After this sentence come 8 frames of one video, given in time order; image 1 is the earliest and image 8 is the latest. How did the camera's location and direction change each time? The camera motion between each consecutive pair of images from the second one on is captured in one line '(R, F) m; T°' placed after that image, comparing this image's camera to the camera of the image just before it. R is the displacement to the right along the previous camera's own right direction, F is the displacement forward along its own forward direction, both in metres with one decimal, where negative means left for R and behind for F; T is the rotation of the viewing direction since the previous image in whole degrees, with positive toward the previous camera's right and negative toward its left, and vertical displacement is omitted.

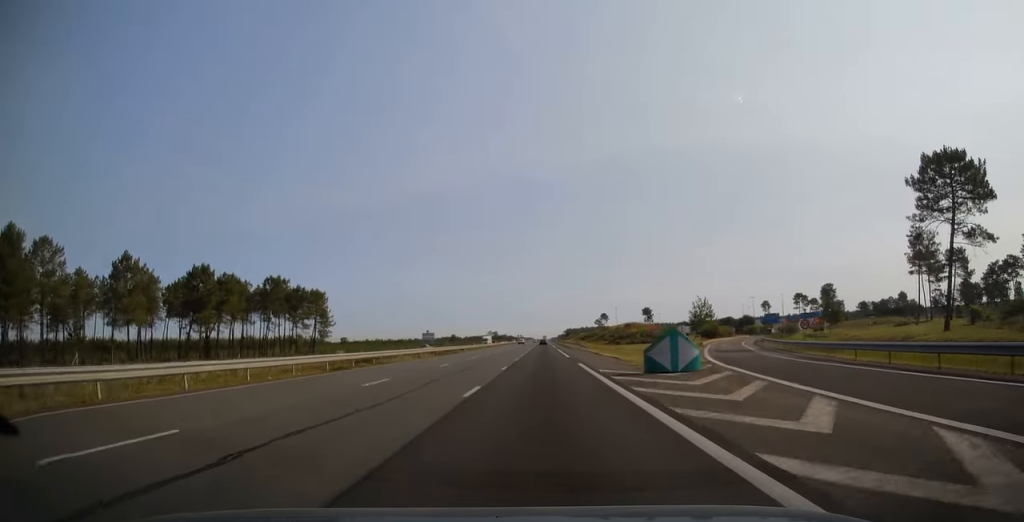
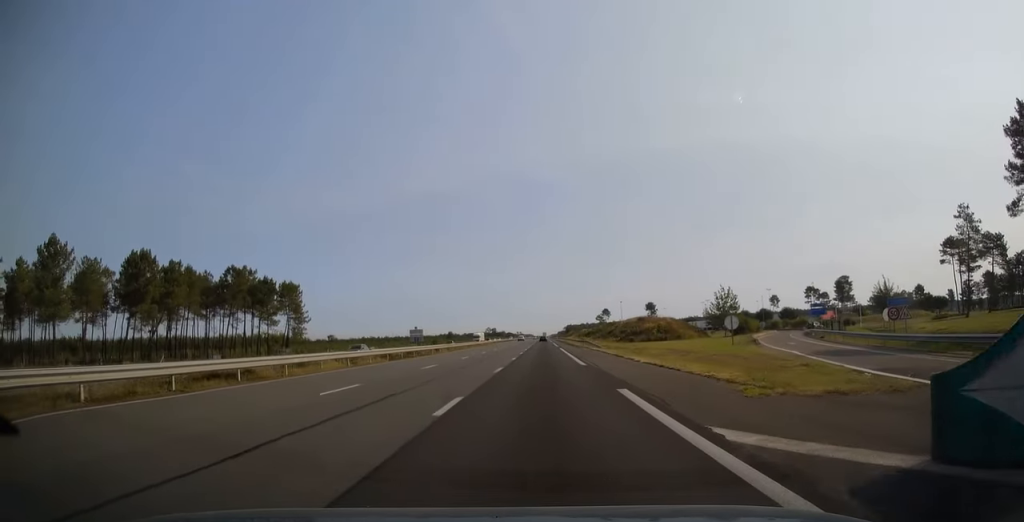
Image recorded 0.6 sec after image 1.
(0.0, +16.6) m; 0°
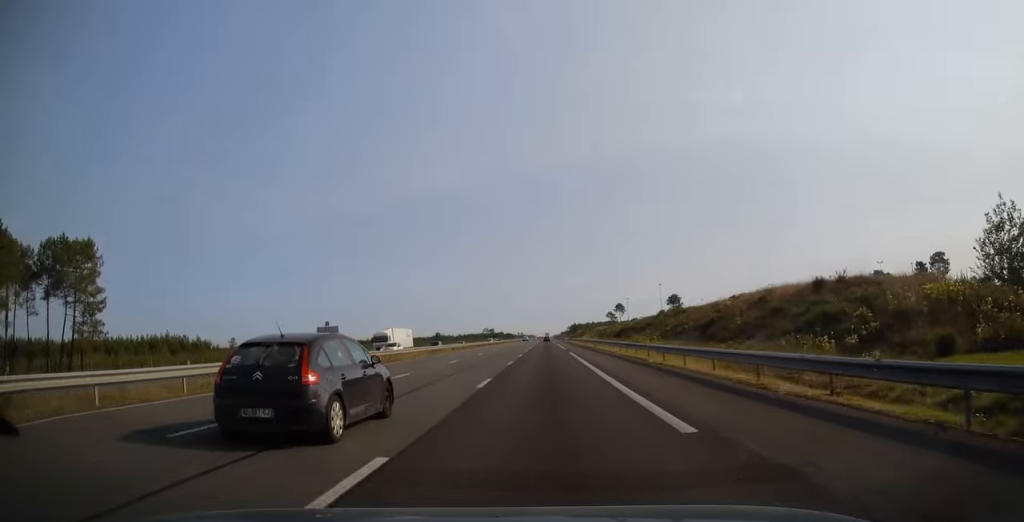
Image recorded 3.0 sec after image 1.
(-0.1, +71.6) m; 0°
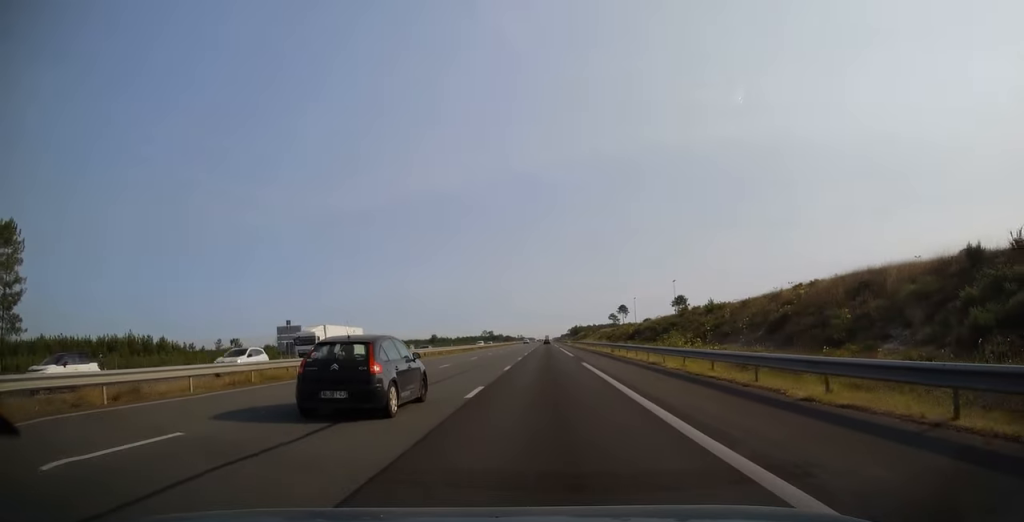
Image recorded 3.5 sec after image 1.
(0.0, +15.7) m; 0°
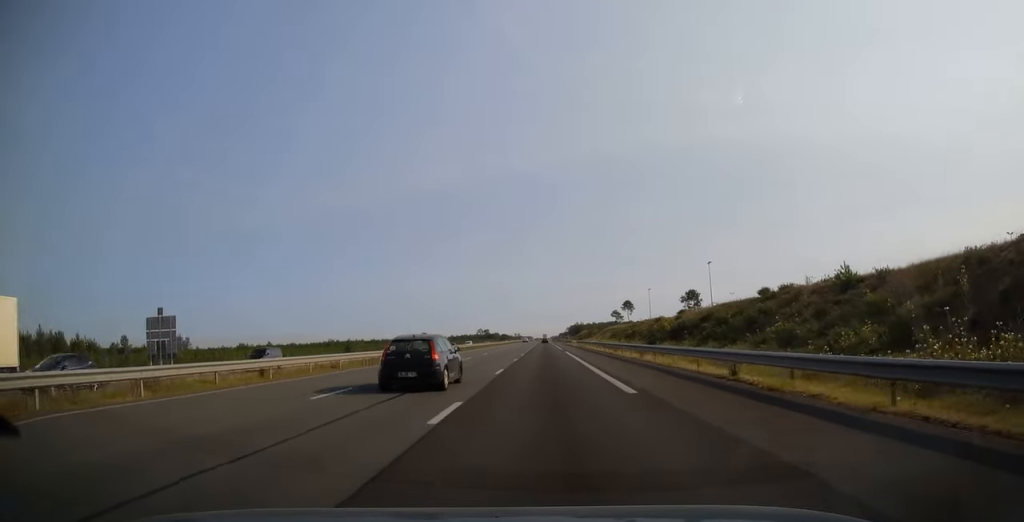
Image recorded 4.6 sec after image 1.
(0.0, +30.4) m; 0°
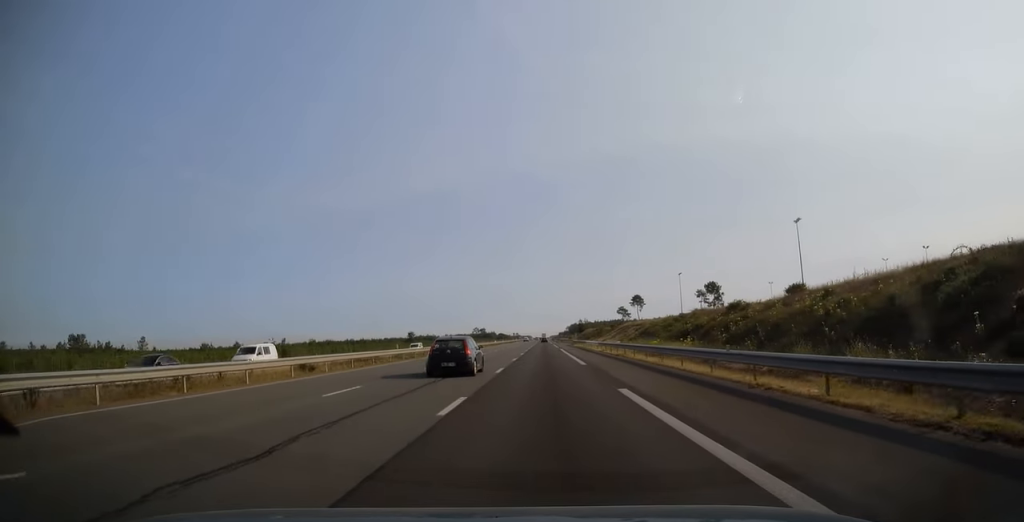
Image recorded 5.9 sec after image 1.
(+0.1, +37.7) m; 0°
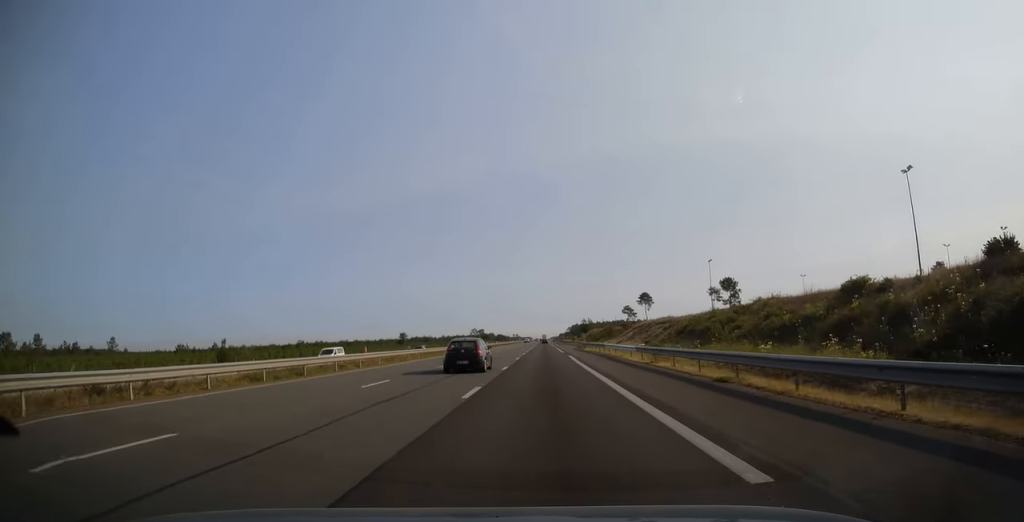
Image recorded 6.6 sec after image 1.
(+0.1, +22.5) m; 0°
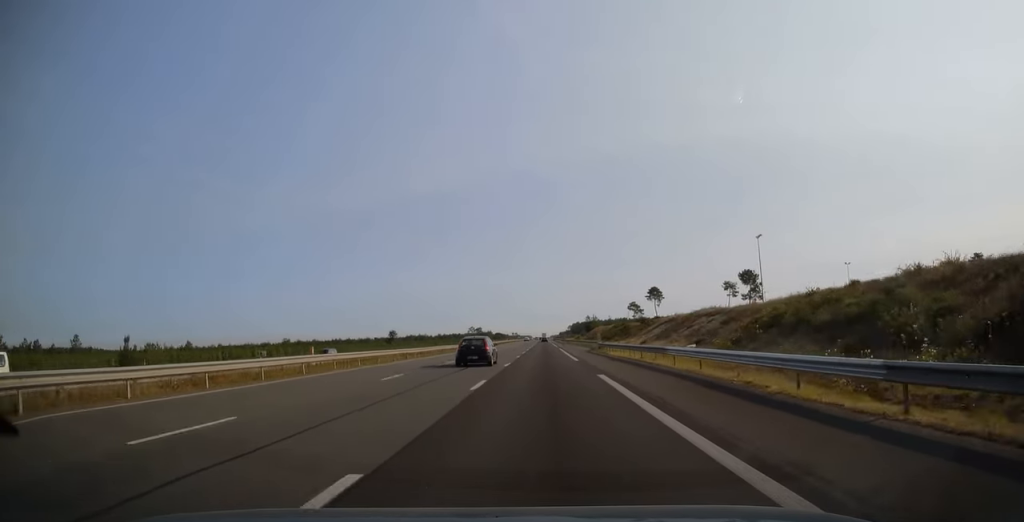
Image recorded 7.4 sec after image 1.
(0.0, +24.0) m; 0°
